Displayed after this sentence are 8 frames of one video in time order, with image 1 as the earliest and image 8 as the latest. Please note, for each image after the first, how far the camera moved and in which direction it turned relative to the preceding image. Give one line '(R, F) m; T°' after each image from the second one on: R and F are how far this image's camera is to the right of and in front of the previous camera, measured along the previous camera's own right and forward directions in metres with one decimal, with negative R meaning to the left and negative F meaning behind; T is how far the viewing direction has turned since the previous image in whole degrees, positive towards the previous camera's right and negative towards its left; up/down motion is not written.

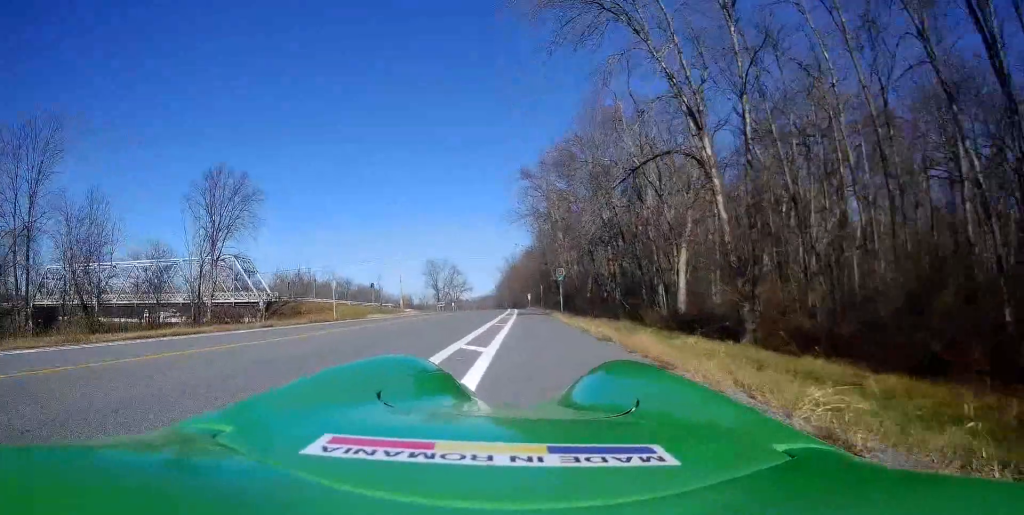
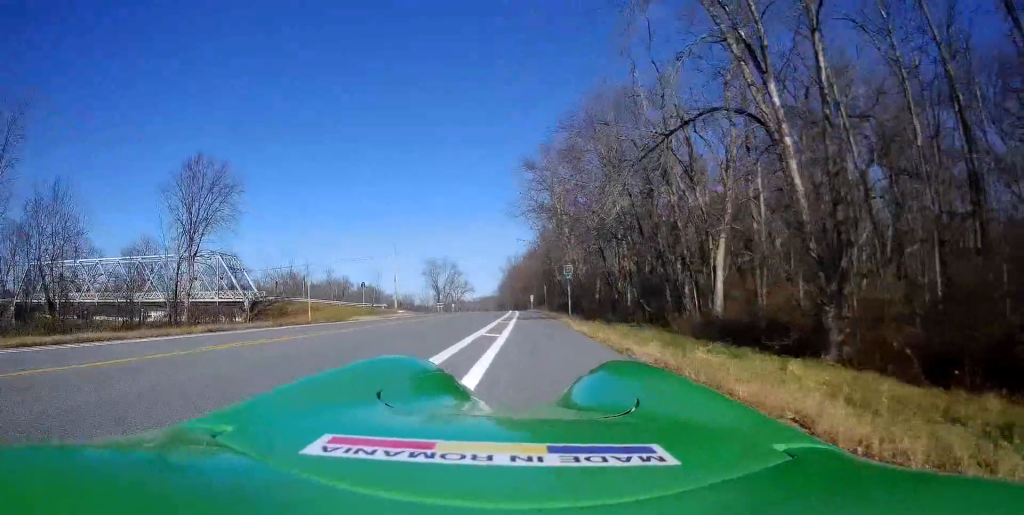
(-0.2, +4.8) m; 0°
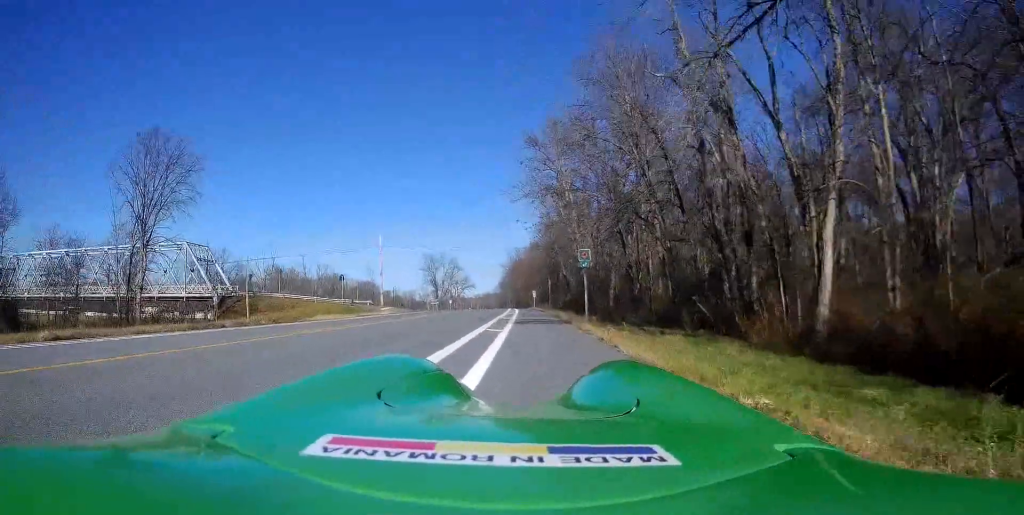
(+0.1, +7.9) m; 0°
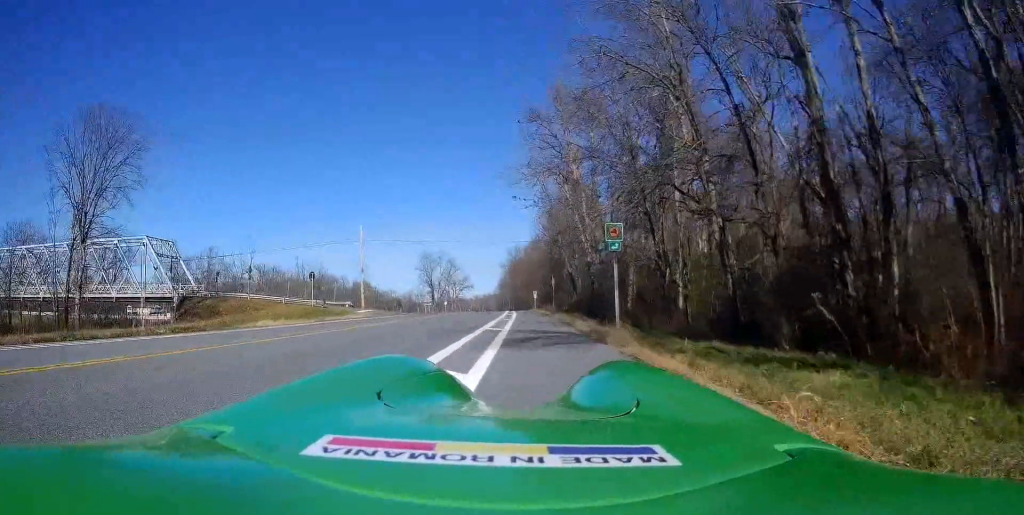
(-0.2, +8.1) m; 0°
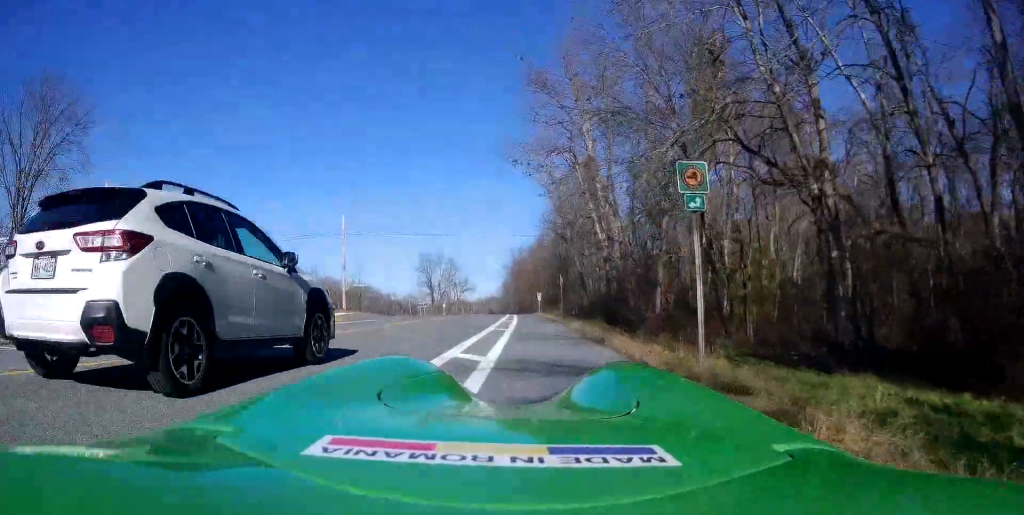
(+0.2, +7.3) m; 0°
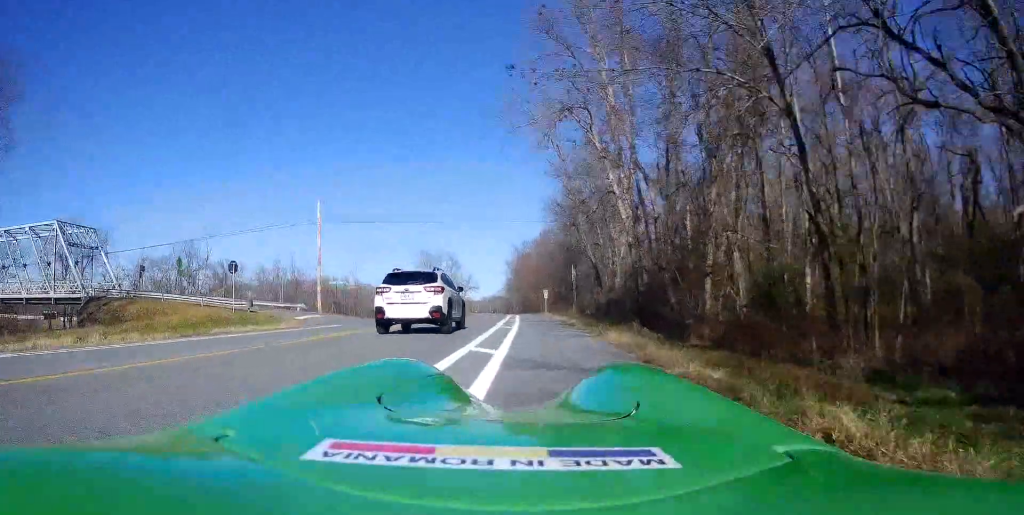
(-0.2, +7.5) m; 0°
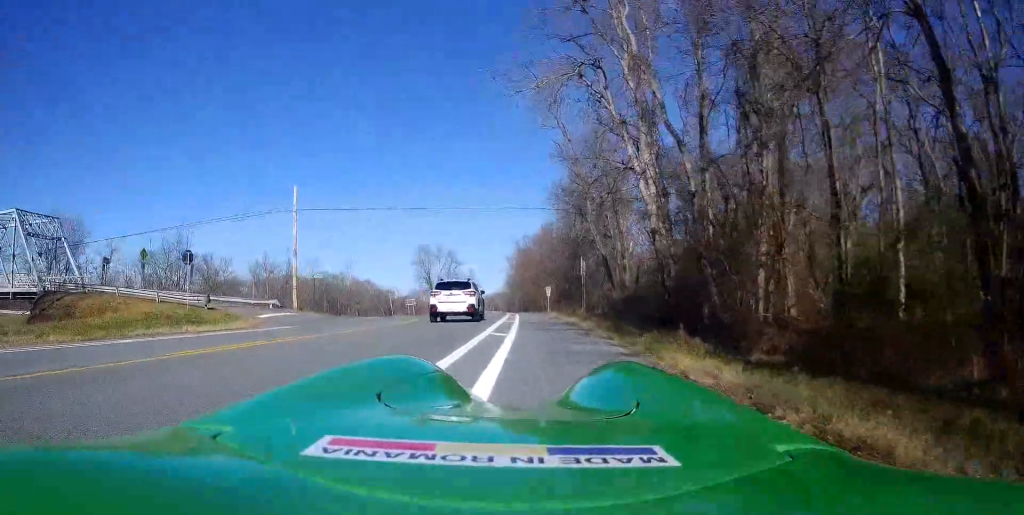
(+0.2, +5.4) m; 0°
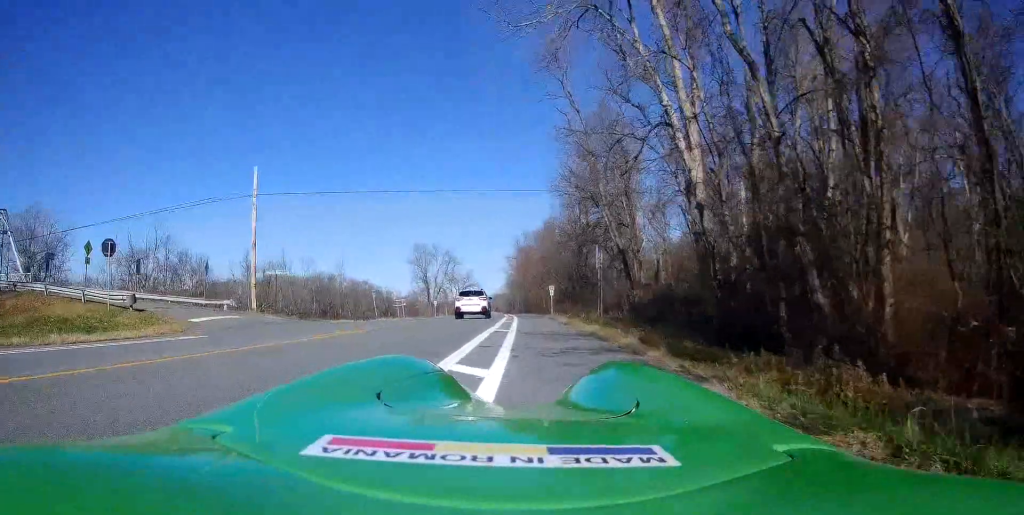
(0.0, +6.5) m; -2°
